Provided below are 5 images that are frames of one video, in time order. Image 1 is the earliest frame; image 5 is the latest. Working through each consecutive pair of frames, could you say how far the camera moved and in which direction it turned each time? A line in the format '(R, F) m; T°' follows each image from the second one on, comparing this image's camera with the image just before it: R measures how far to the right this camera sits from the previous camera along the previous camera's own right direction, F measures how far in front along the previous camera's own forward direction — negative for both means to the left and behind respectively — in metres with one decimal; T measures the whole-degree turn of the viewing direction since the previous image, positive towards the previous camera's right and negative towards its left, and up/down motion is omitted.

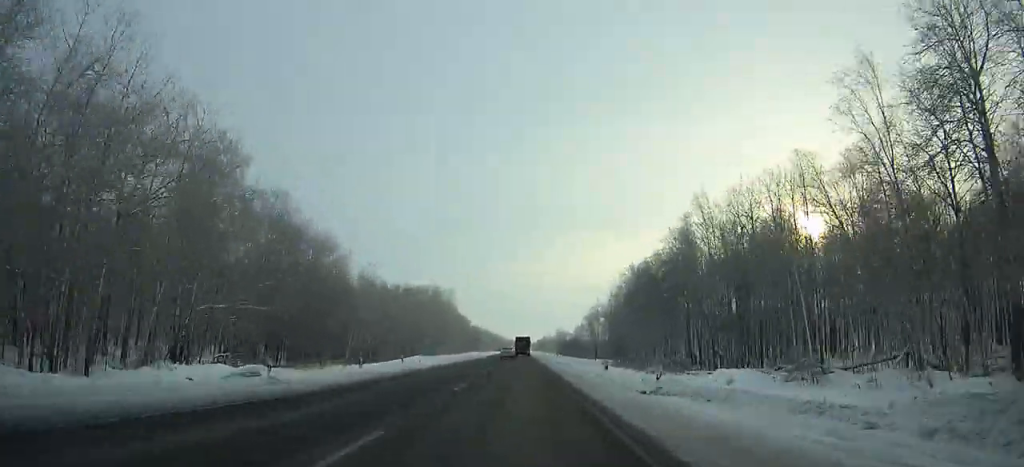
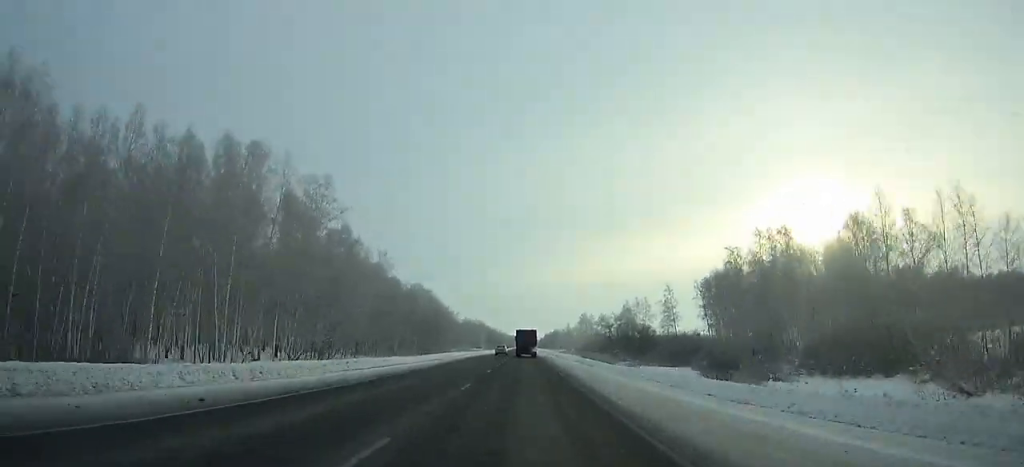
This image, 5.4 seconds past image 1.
(-0.2, +132.8) m; 0°
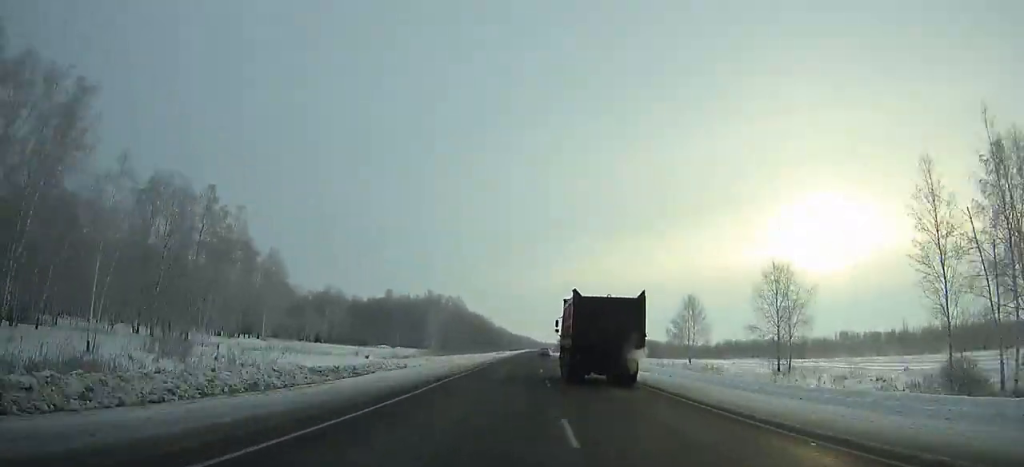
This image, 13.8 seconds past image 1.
(-0.6, +216.4) m; 0°
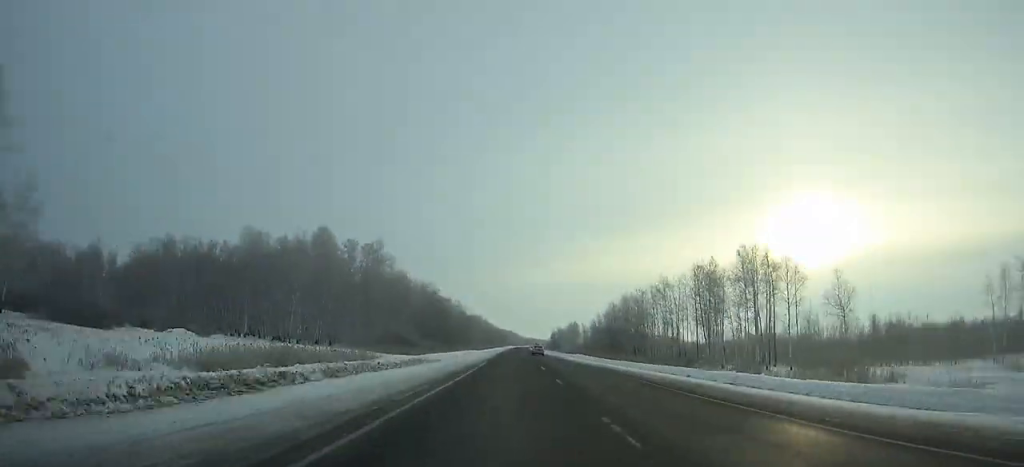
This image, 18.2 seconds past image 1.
(+0.7, +118.8) m; +1°
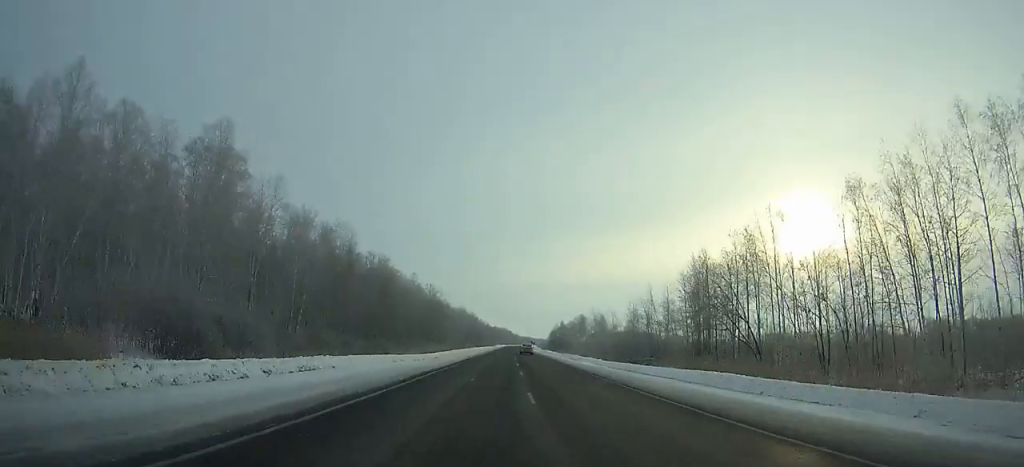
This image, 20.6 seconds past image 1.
(+0.4, +65.9) m; 0°
